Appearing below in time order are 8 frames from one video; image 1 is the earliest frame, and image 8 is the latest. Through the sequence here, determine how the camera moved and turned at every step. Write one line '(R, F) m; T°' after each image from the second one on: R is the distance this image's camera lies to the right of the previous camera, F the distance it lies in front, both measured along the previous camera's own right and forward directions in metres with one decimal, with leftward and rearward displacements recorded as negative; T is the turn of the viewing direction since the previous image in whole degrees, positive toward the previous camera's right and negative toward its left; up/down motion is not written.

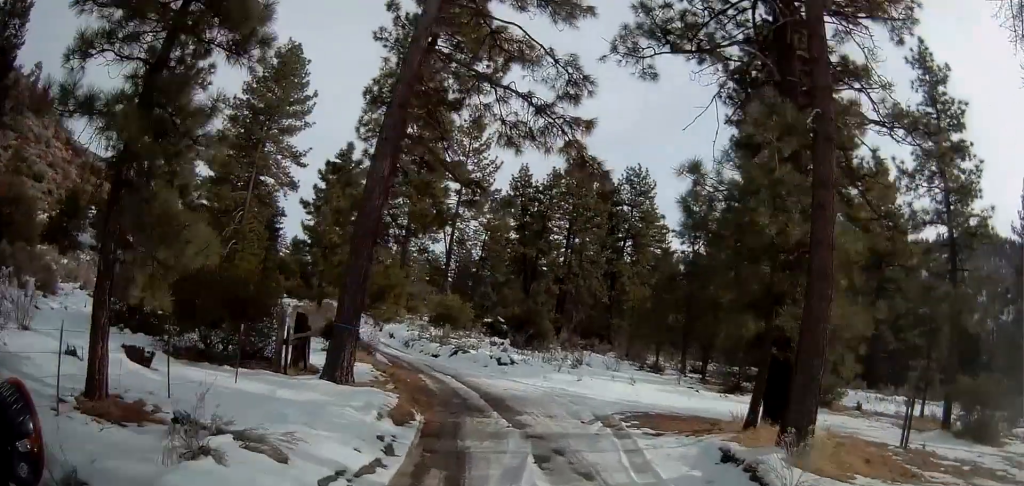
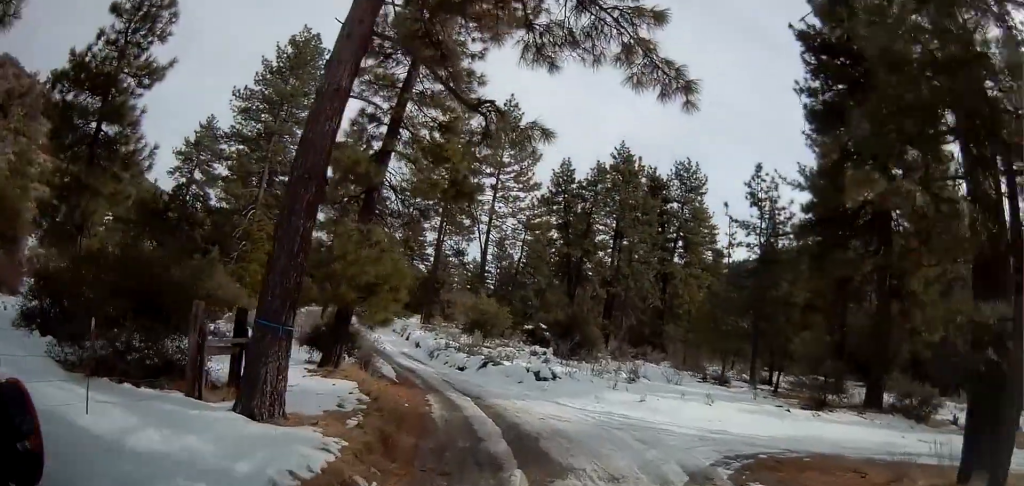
(+0.1, +6.1) m; -3°
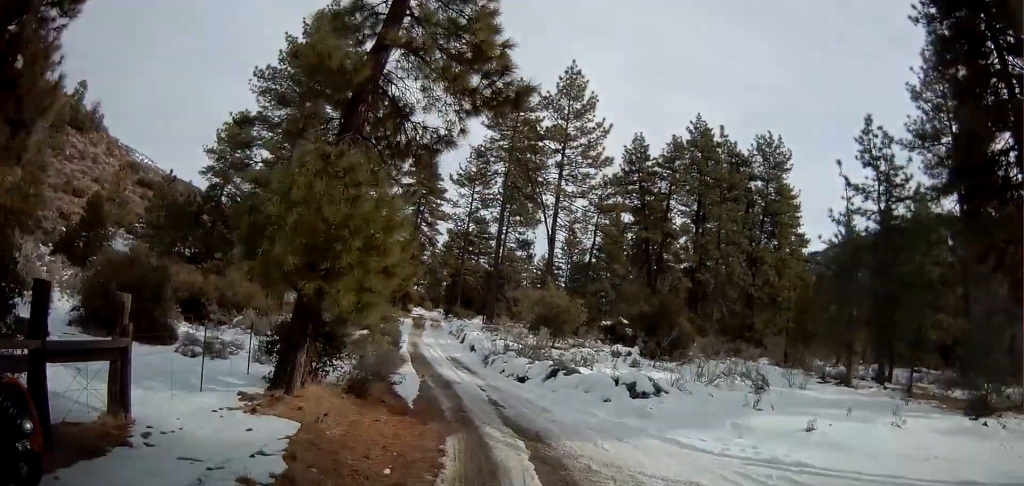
(-0.9, +8.6) m; -9°
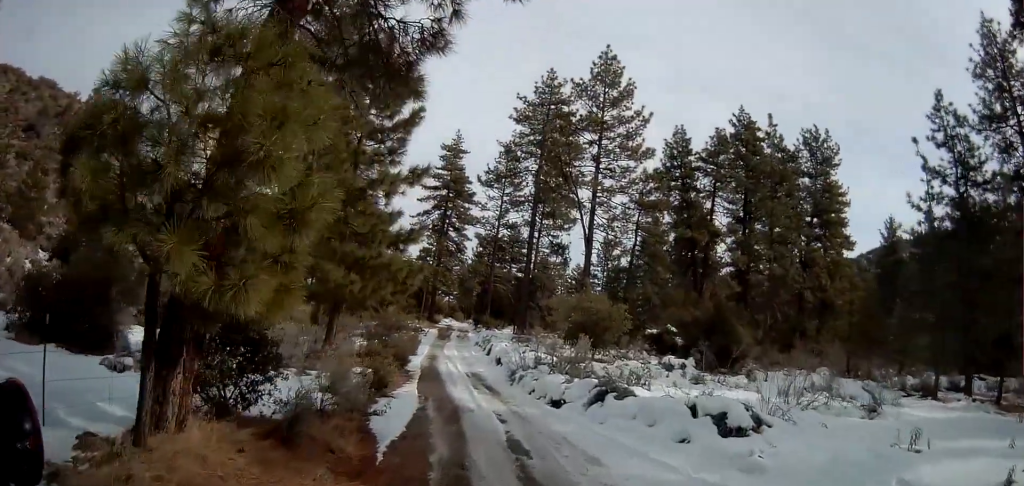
(-0.3, +5.6) m; -6°
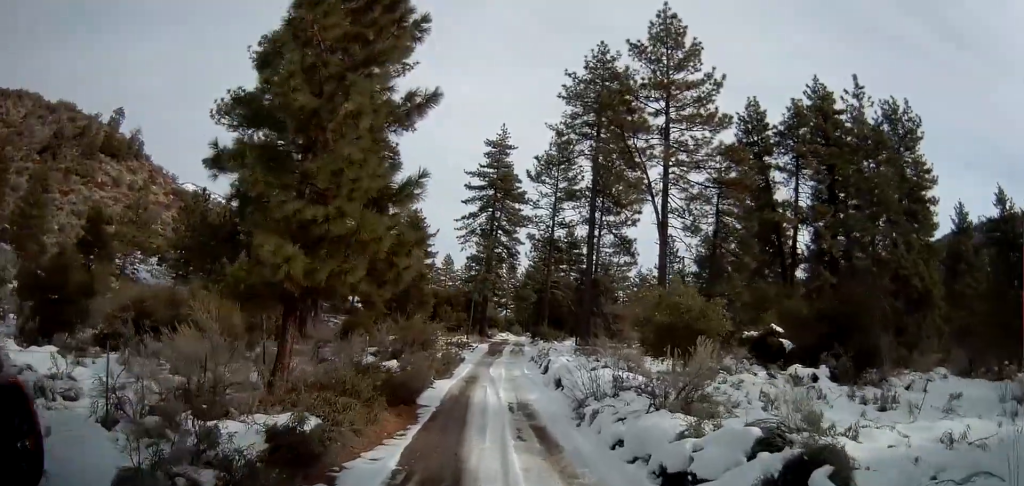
(-0.3, +7.8) m; -4°
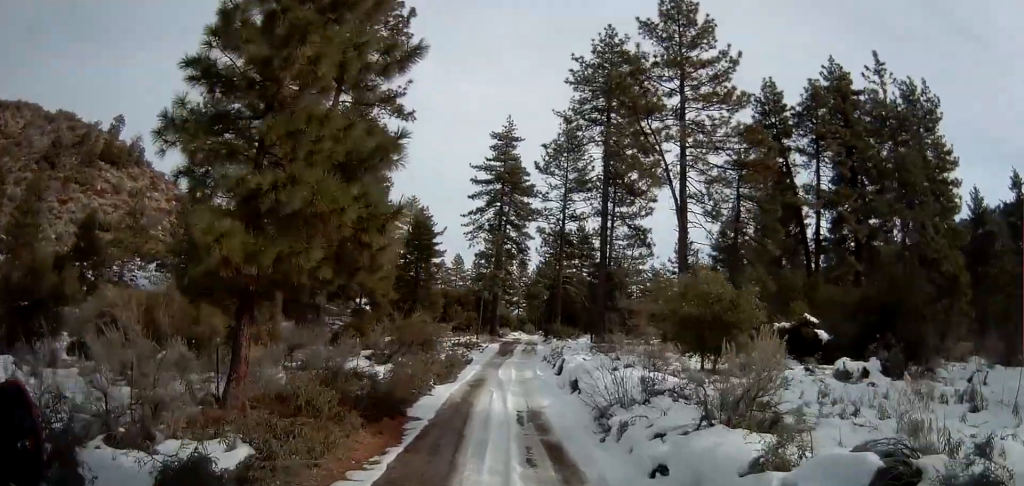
(0.0, +2.5) m; -1°
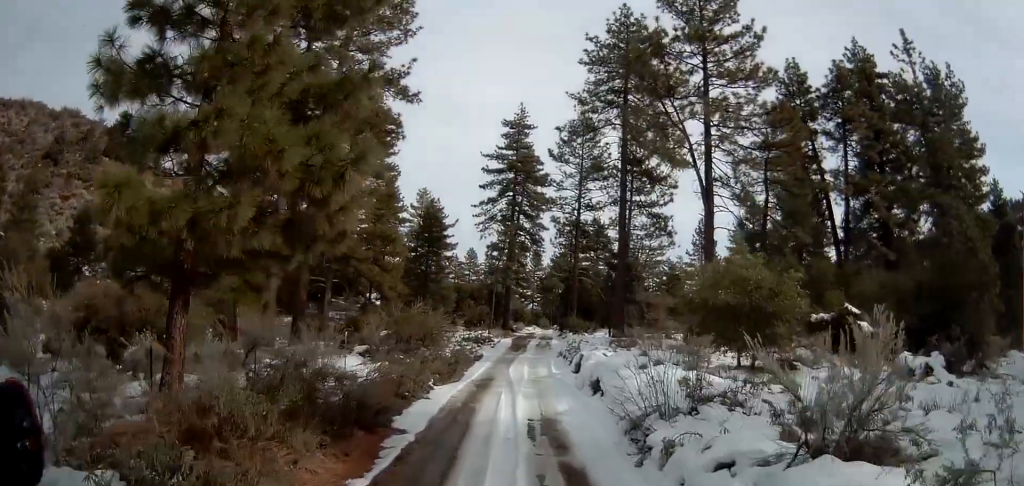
(-0.1, +2.4) m; -1°
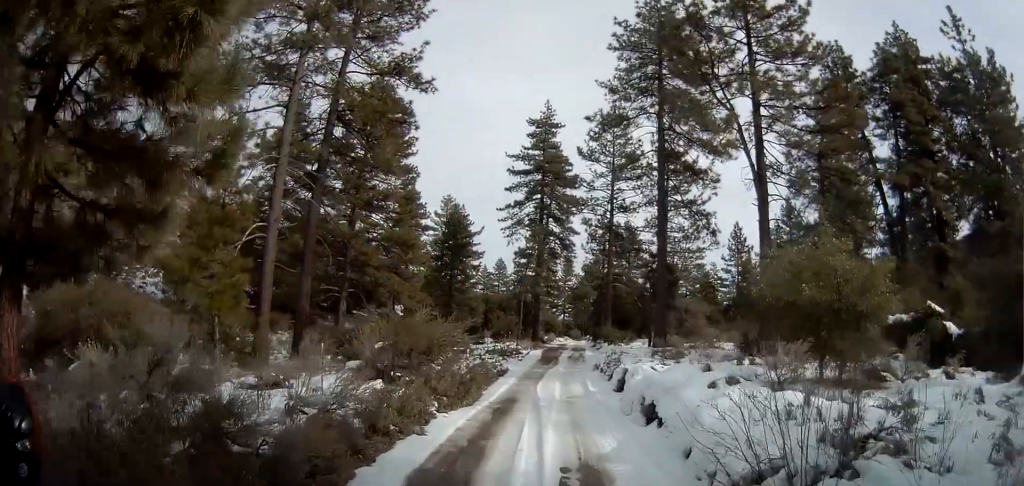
(0.0, +3.9) m; -1°
